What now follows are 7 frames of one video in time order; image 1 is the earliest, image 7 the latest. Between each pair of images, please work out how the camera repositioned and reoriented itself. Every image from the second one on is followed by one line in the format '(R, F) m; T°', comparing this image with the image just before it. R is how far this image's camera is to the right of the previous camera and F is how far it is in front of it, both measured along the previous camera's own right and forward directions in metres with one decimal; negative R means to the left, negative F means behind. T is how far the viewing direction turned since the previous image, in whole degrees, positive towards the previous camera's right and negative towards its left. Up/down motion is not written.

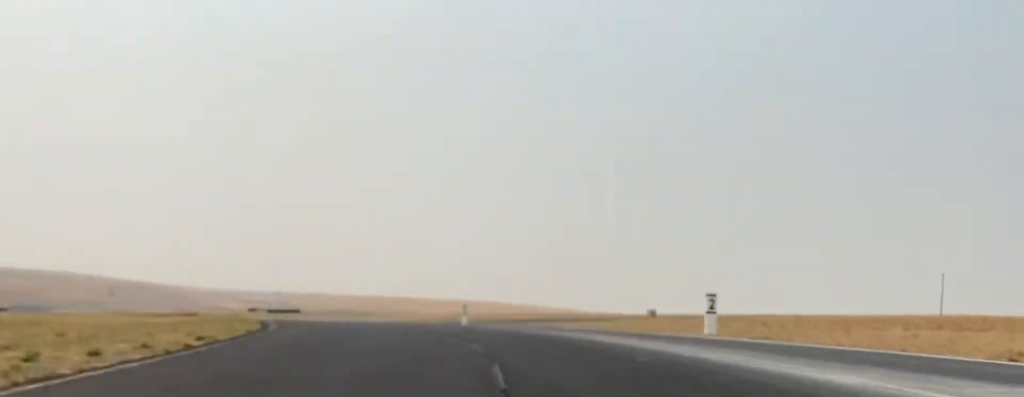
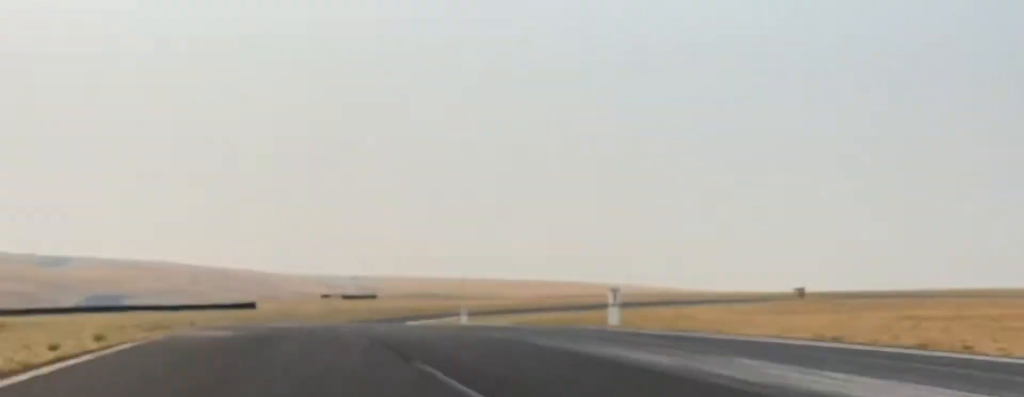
(-0.8, +24.9) m; -3°
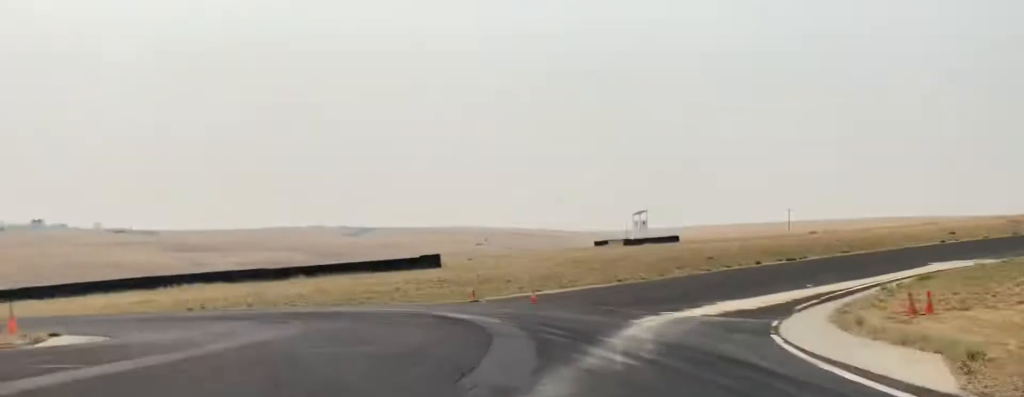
(-4.8, +73.1) m; -32°
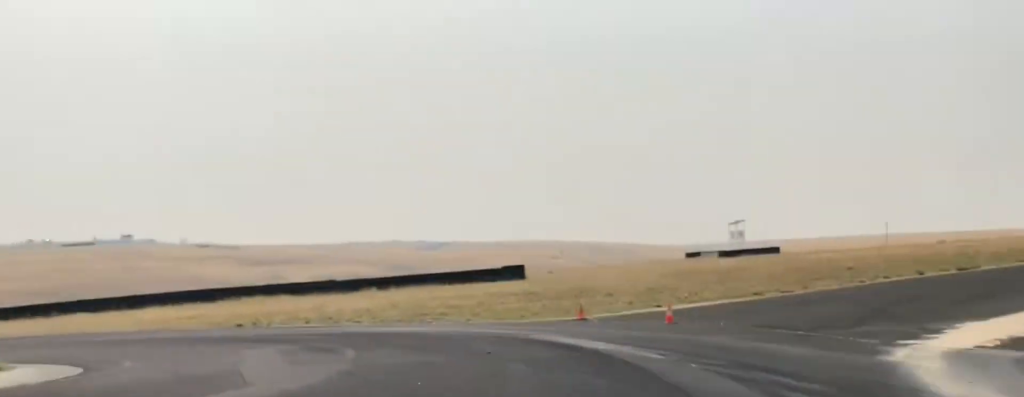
(-1.8, +6.1) m; -17°
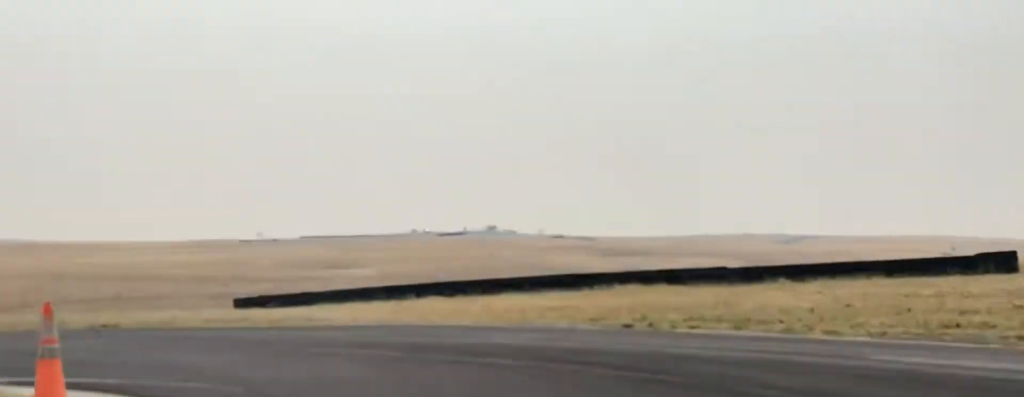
(-6.2, +12.6) m; -35°
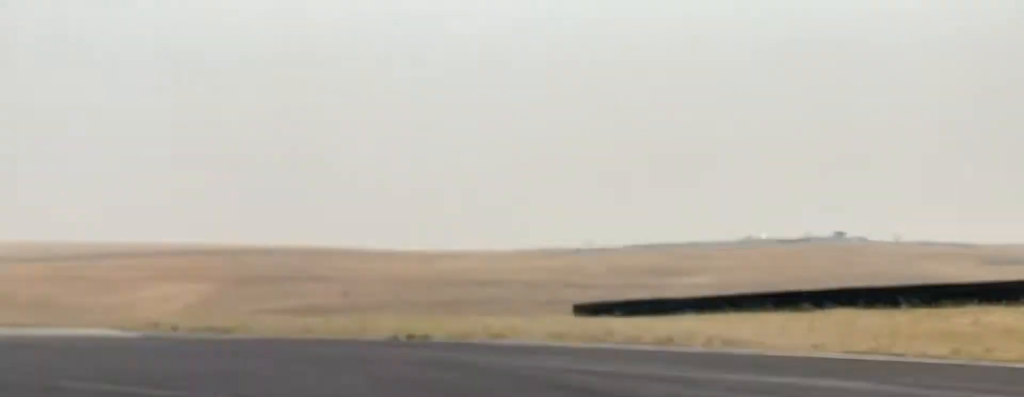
(-1.5, +11.5) m; -14°
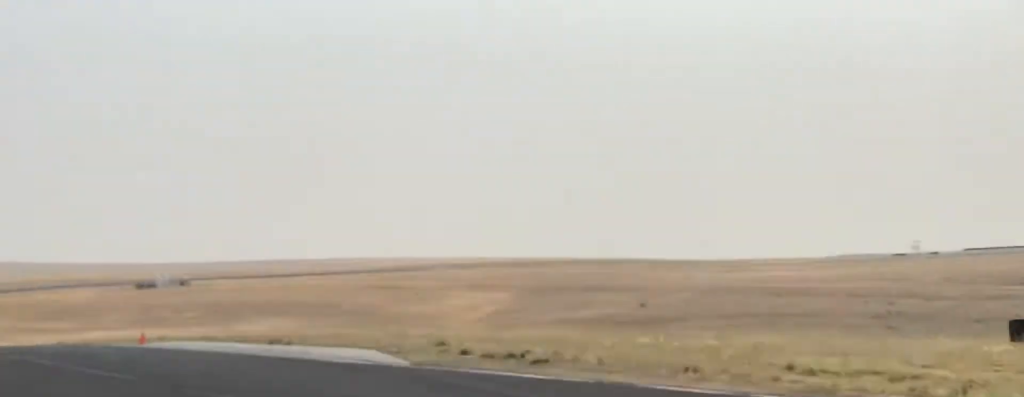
(-0.9, +10.4) m; -12°
